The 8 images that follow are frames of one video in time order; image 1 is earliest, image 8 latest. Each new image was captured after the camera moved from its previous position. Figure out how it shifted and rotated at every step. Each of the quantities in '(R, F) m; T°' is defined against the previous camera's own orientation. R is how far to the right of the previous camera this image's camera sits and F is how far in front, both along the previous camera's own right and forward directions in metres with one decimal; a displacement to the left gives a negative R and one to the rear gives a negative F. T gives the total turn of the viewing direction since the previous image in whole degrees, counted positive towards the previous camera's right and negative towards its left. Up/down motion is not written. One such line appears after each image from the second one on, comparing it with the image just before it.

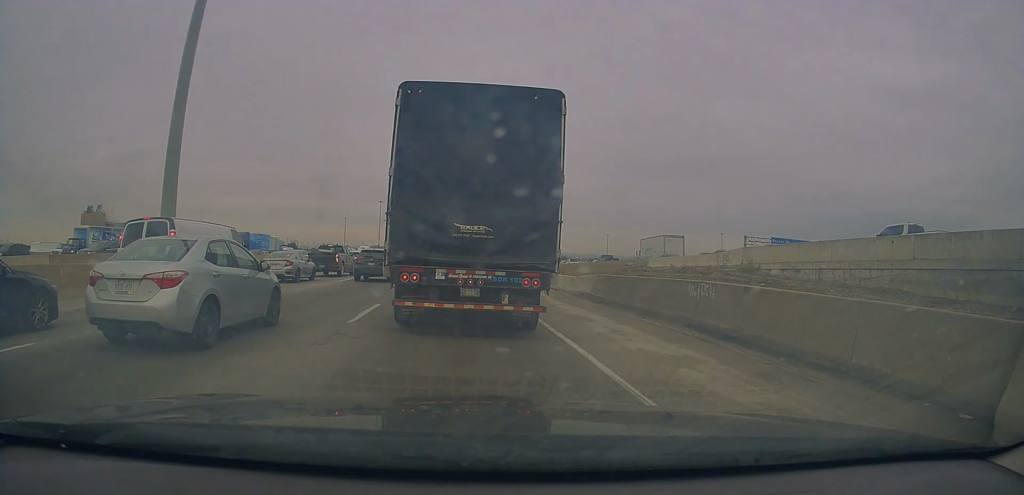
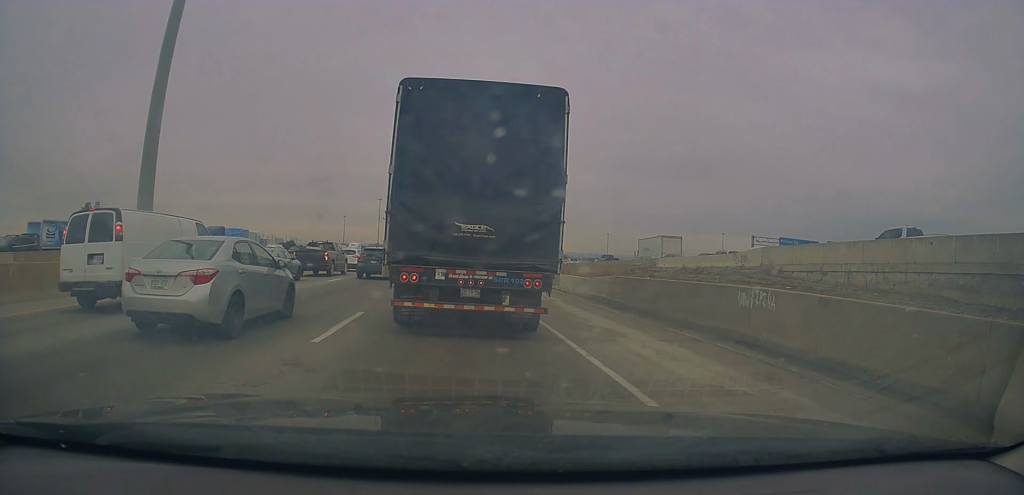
(-0.1, +2.0) m; +1°
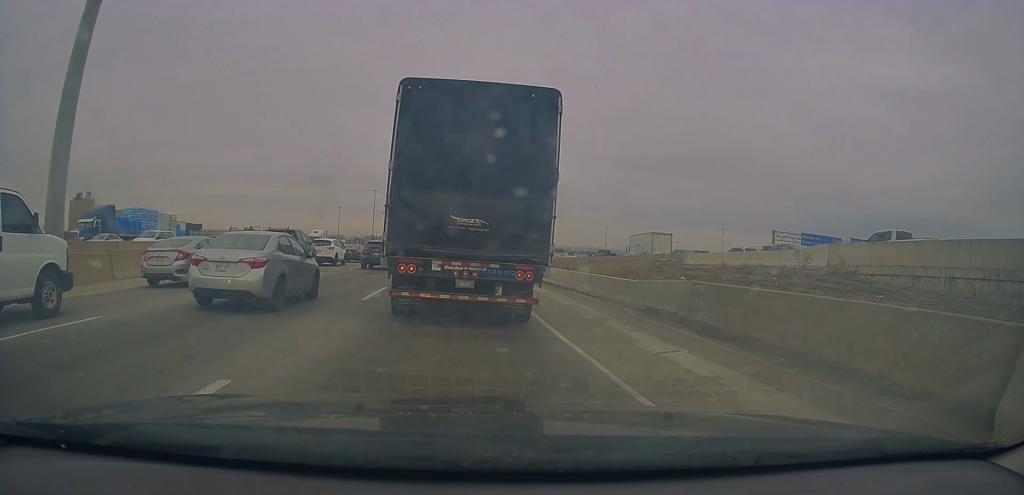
(+0.5, +6.4) m; +4°
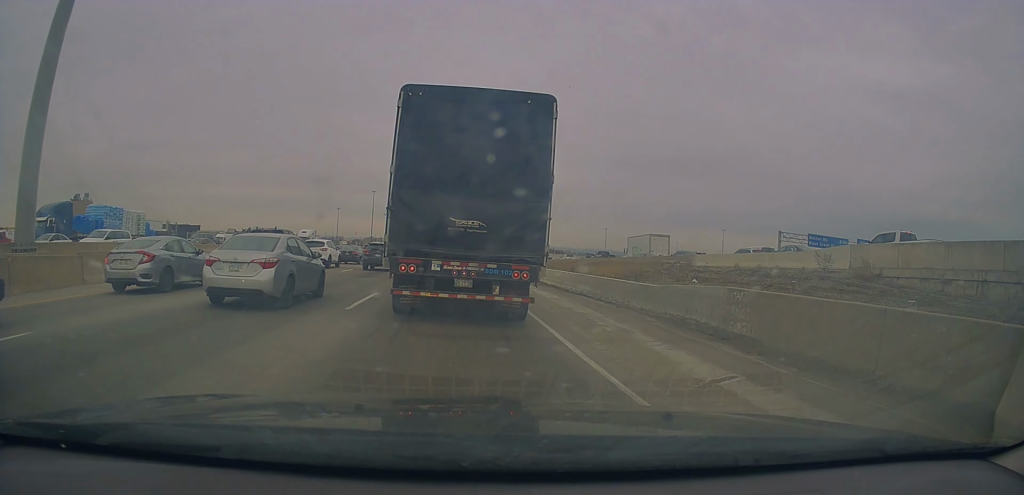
(0.0, +1.9) m; 0°
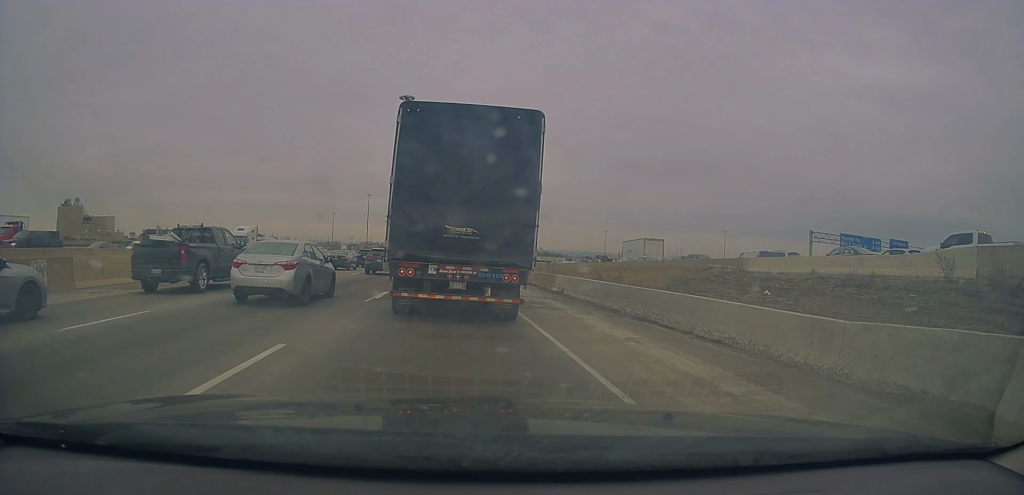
(0.0, +7.3) m; 0°
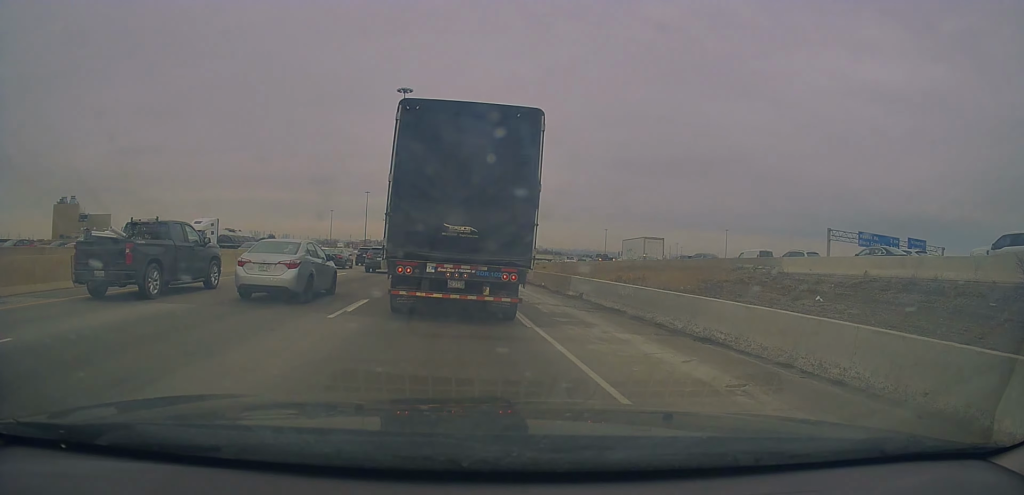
(0.0, +3.3) m; -2°
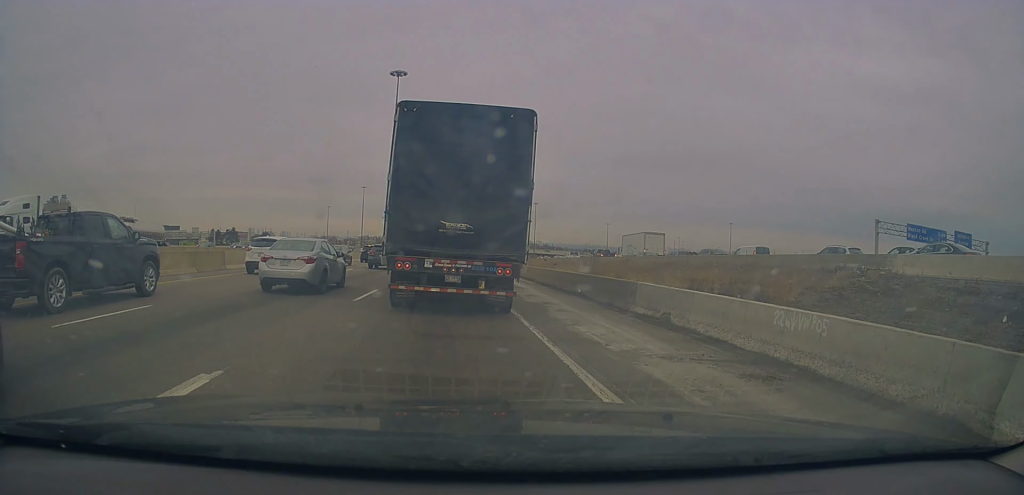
(-0.2, +9.5) m; 0°
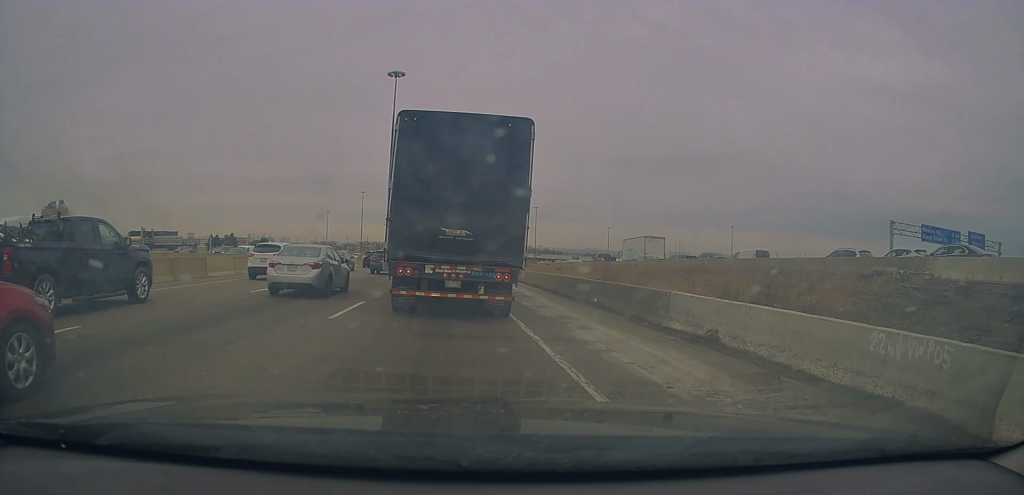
(+0.1, +2.9) m; +1°
